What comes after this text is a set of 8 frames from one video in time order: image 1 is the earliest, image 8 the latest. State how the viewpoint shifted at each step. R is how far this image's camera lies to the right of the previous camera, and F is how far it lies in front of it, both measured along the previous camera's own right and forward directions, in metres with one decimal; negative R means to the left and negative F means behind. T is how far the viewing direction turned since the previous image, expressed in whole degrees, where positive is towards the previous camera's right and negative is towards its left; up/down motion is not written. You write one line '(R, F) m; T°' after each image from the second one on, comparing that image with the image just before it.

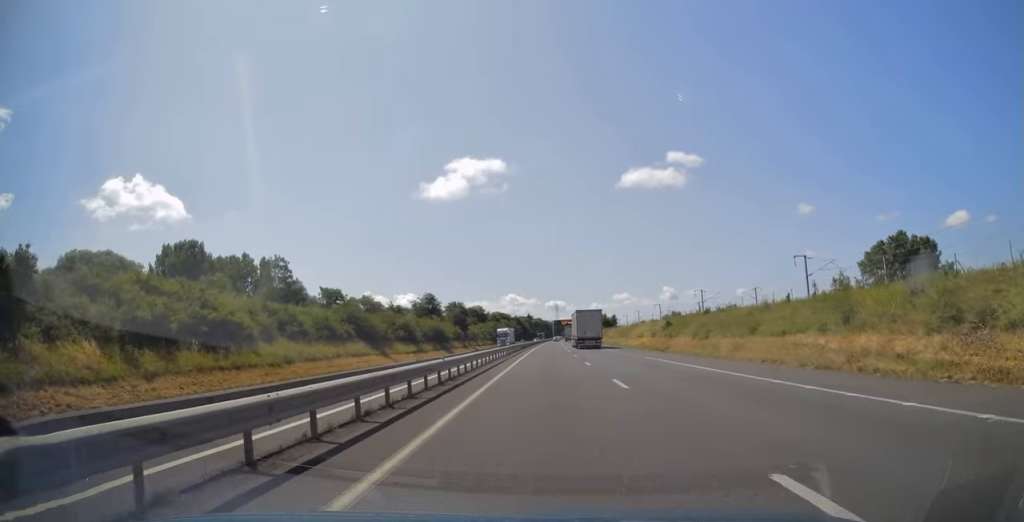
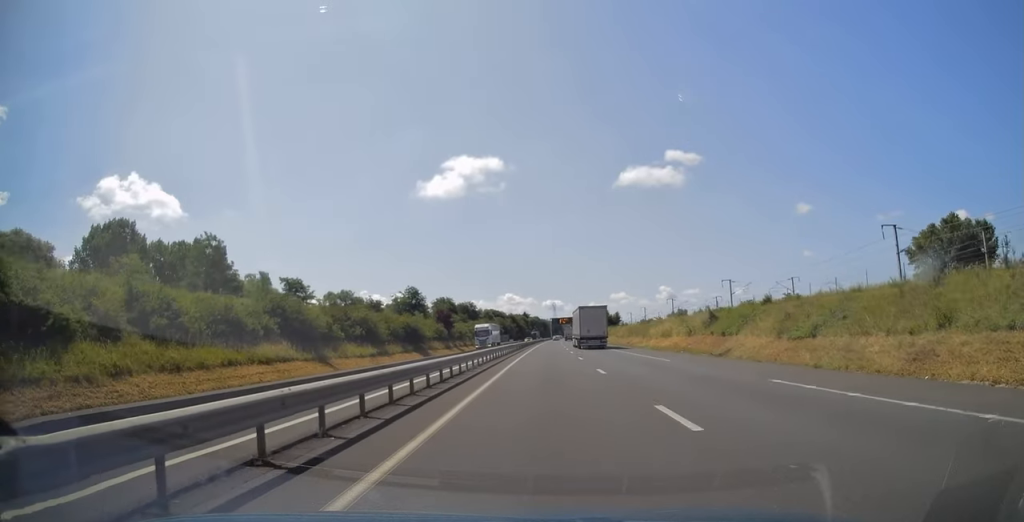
(-0.1, +19.7) m; 0°
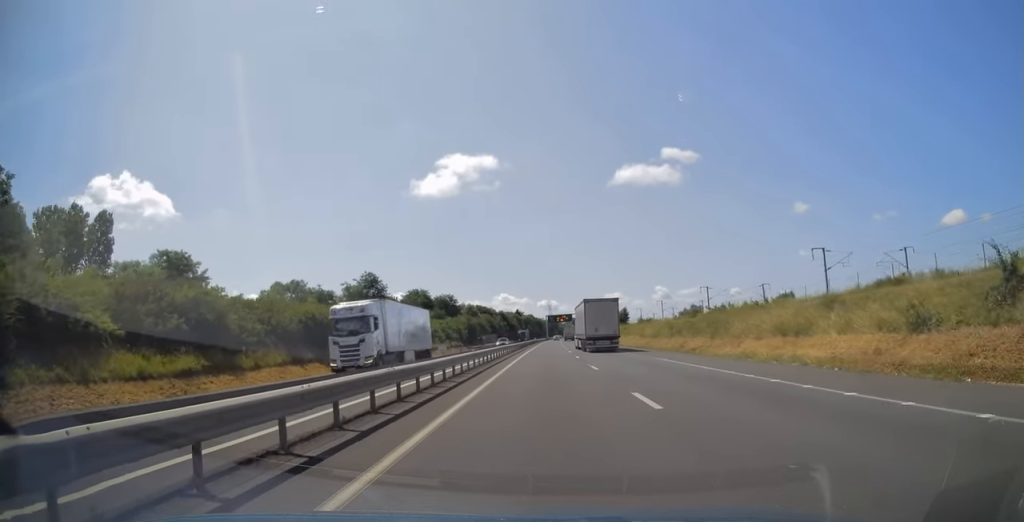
(+0.1, +35.4) m; +1°
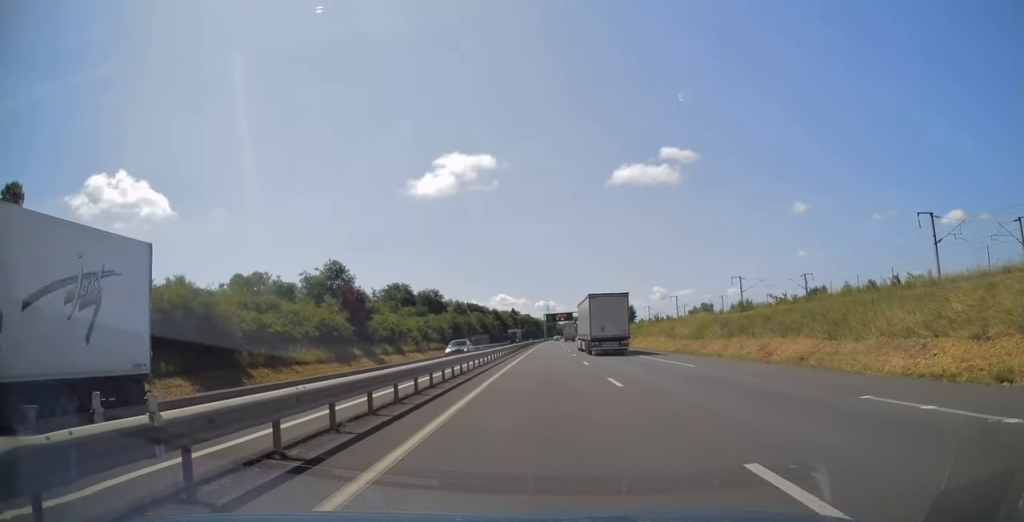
(+0.2, +20.3) m; 0°
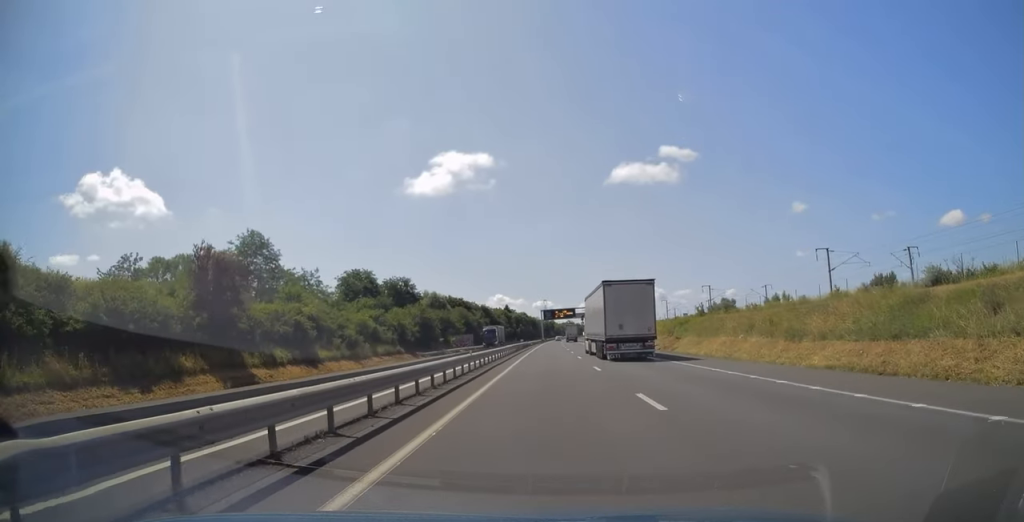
(+0.2, +30.4) m; 0°
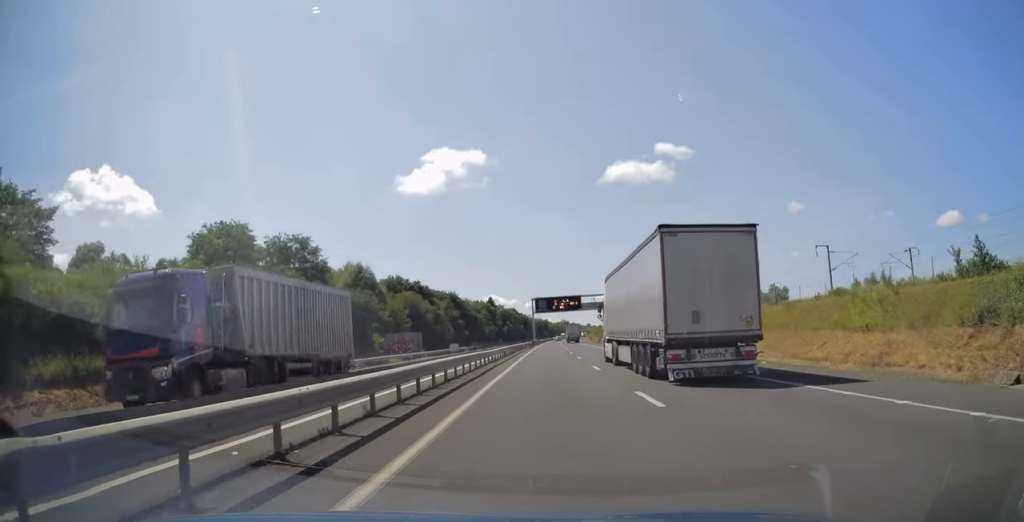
(0.0, +50.1) m; 0°
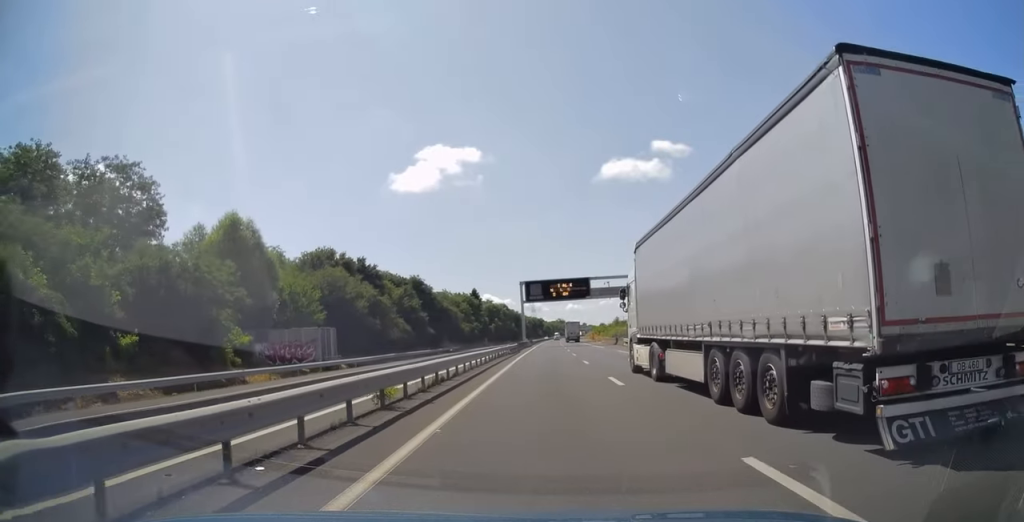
(+0.3, +33.1) m; +1°
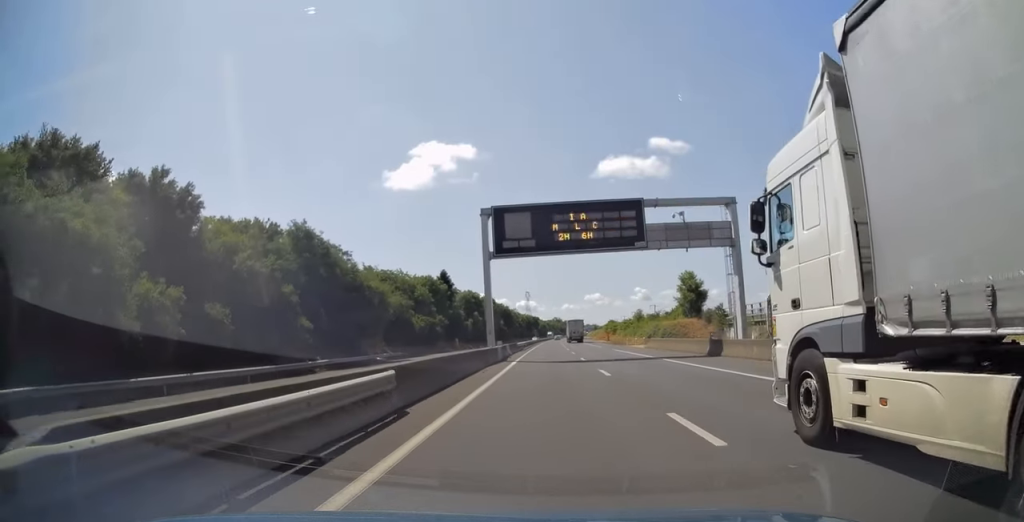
(+0.3, +46.7) m; 0°
